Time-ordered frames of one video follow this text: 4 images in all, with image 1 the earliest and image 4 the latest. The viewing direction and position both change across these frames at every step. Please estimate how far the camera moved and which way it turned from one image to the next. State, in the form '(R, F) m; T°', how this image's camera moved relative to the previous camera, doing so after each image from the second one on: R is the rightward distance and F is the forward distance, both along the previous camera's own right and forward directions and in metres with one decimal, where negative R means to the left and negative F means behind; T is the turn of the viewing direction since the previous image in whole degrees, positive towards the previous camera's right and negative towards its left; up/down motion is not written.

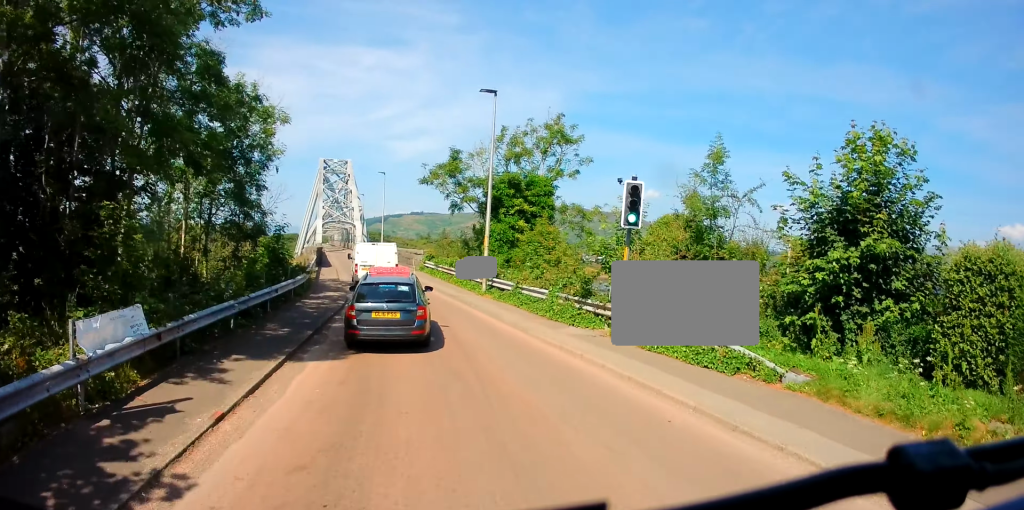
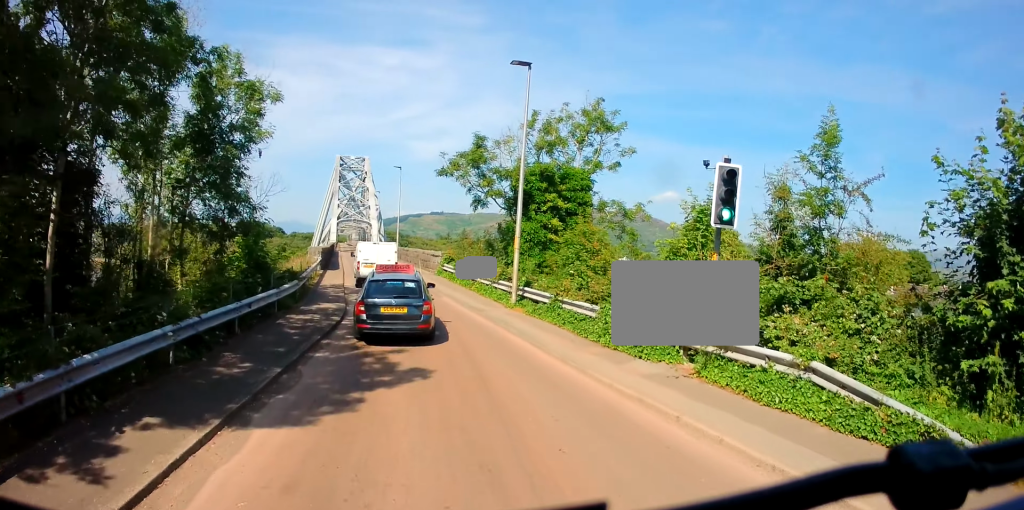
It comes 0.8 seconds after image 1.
(0.0, +3.8) m; -3°
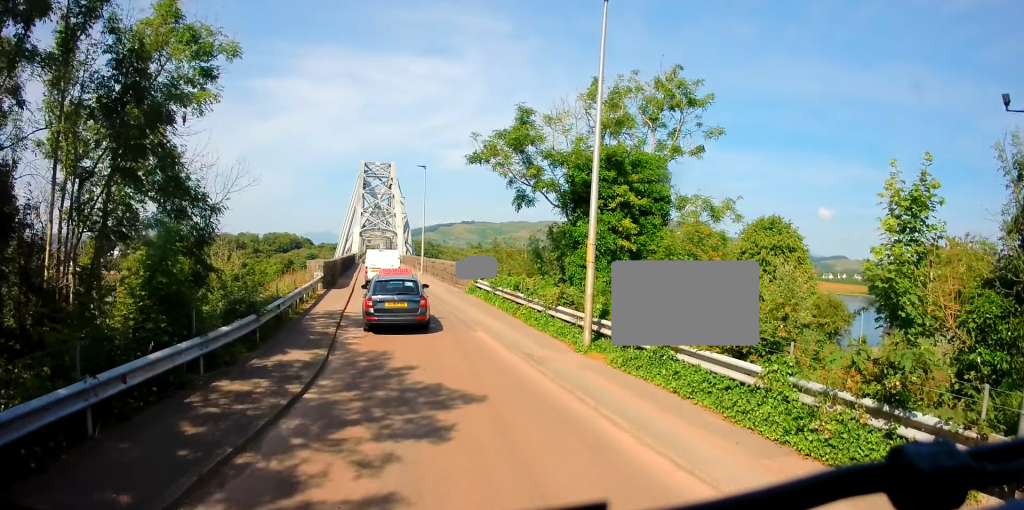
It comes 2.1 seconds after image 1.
(-0.3, +6.2) m; -4°
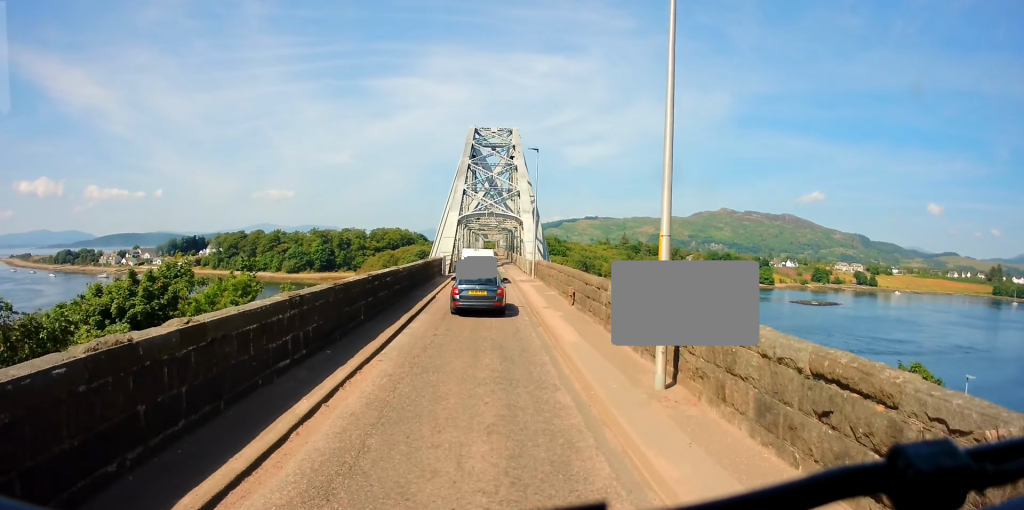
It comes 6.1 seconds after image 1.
(-1.7, +32.1) m; -7°
